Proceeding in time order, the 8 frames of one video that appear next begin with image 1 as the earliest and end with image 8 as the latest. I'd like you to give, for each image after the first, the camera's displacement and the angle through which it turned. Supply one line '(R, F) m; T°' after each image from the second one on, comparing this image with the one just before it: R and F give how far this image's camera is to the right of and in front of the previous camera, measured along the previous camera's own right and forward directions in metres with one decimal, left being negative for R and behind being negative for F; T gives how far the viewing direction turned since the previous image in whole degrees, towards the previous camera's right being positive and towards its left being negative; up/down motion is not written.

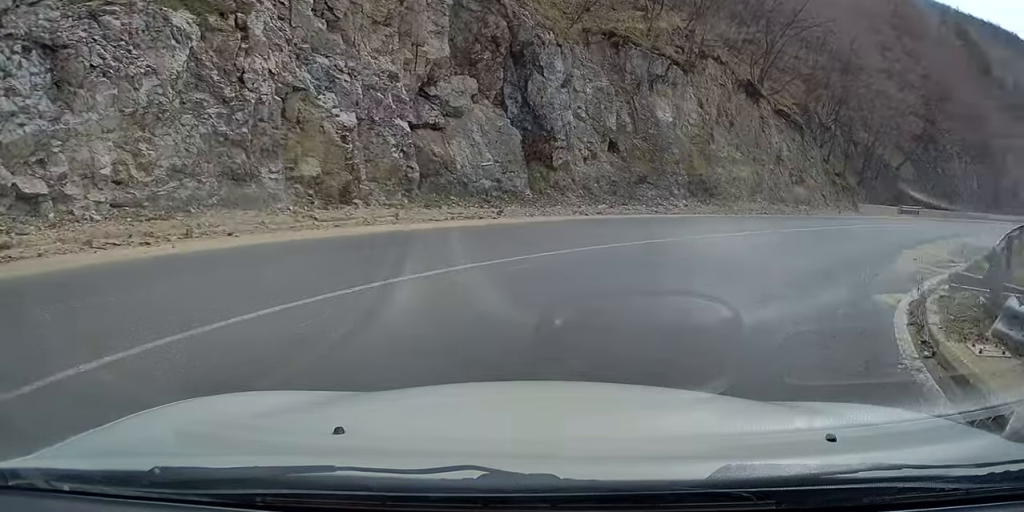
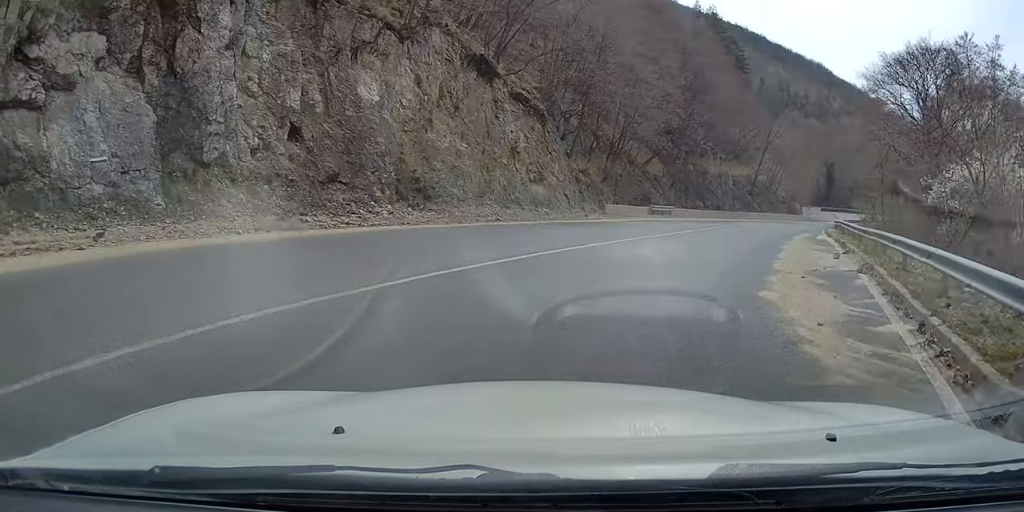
(+0.9, +7.8) m; +13°
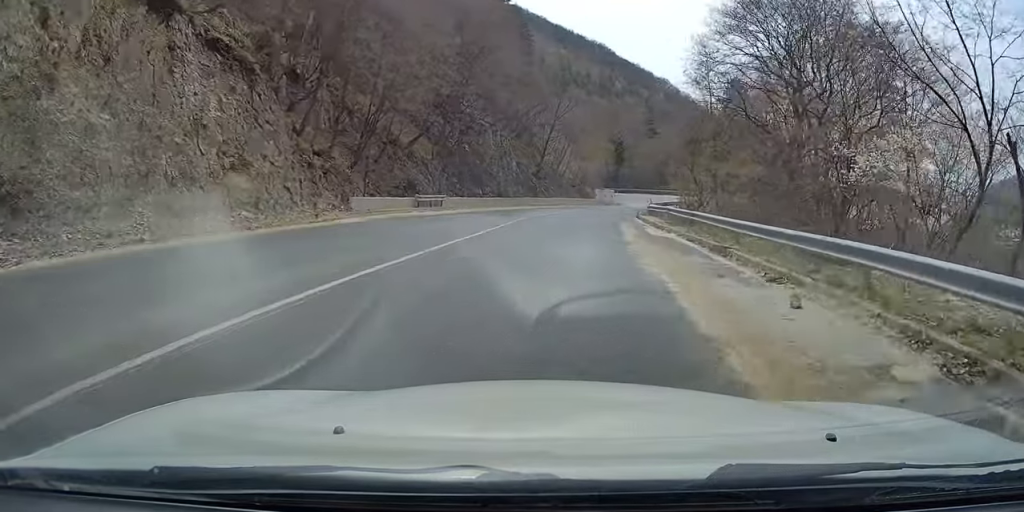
(+1.4, +11.8) m; +10°
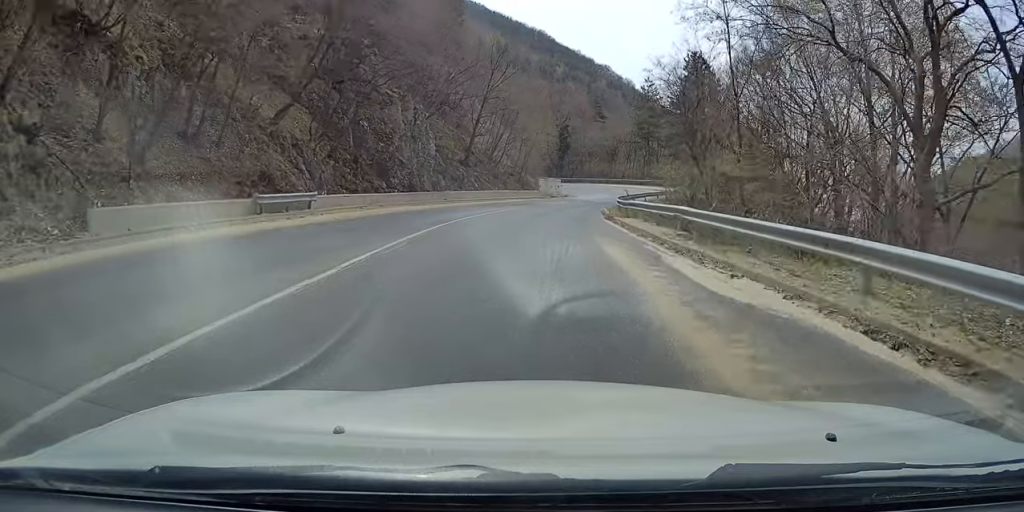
(+1.3, +13.9) m; +8°
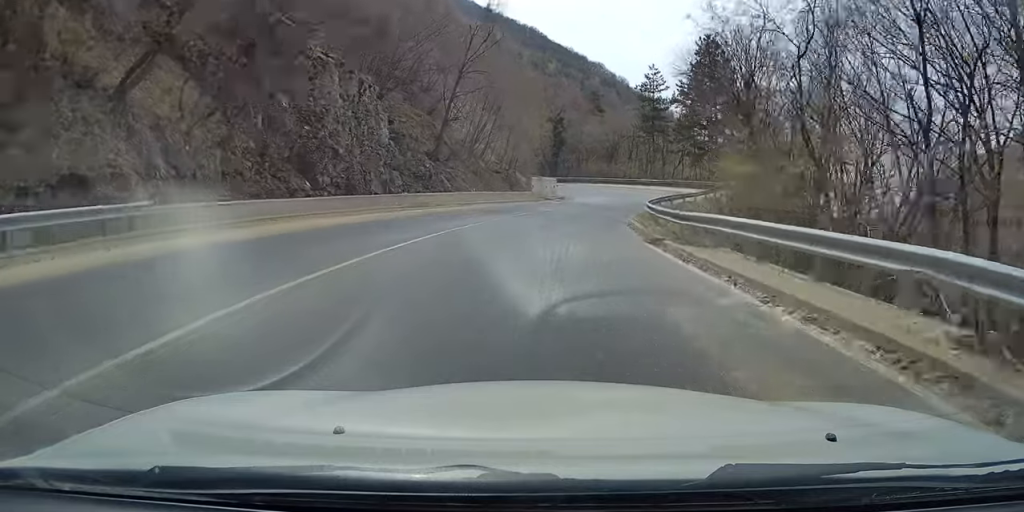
(+0.3, +11.9) m; +2°
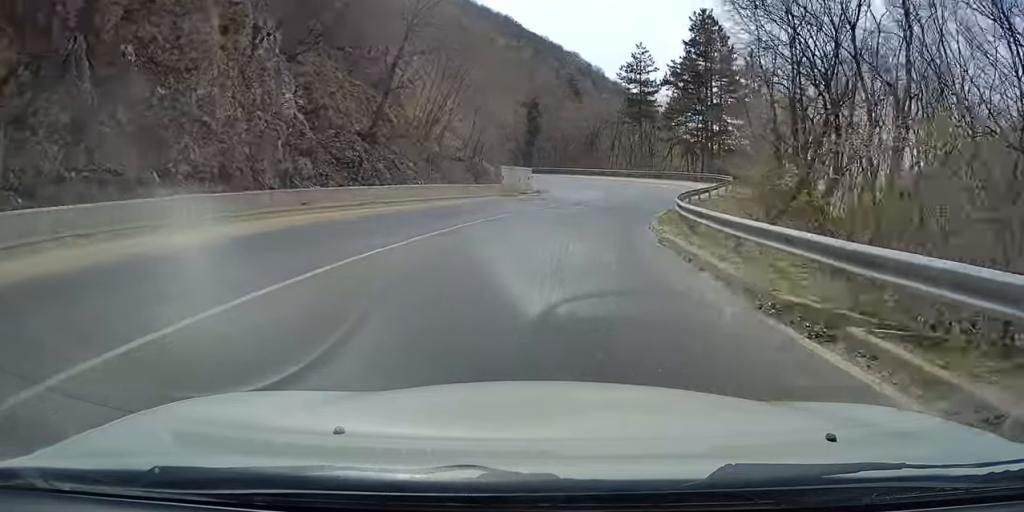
(-0.1, +9.4) m; +2°
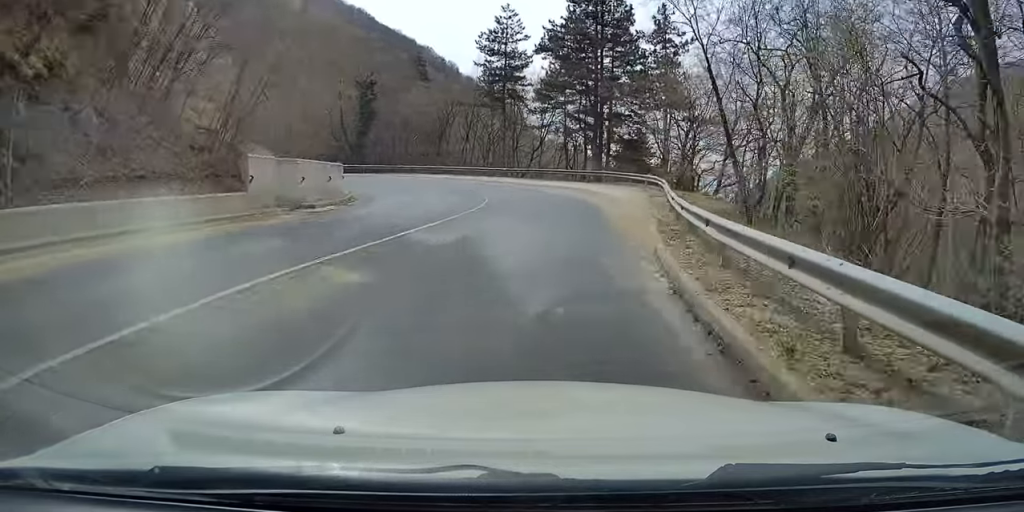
(+1.3, +18.8) m; +7°
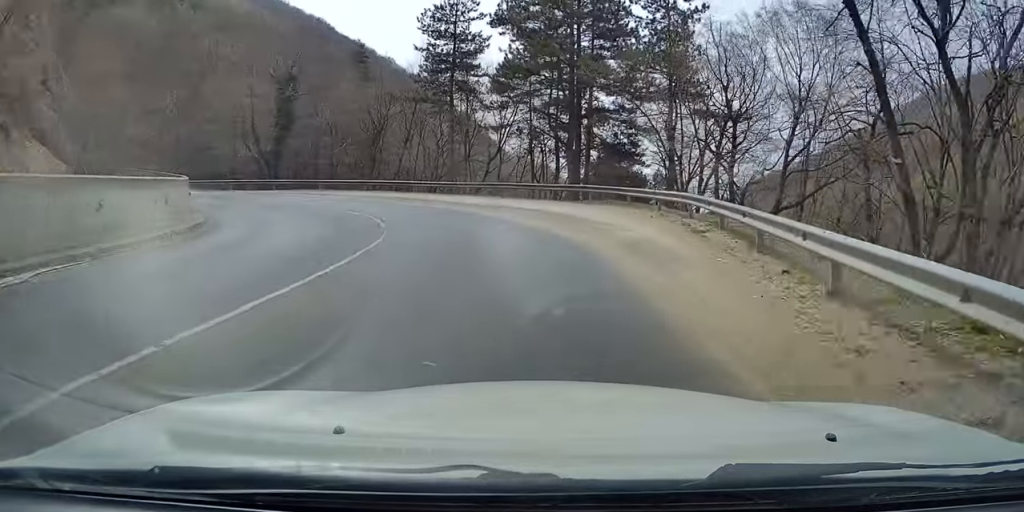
(+0.3, +13.9) m; 0°
